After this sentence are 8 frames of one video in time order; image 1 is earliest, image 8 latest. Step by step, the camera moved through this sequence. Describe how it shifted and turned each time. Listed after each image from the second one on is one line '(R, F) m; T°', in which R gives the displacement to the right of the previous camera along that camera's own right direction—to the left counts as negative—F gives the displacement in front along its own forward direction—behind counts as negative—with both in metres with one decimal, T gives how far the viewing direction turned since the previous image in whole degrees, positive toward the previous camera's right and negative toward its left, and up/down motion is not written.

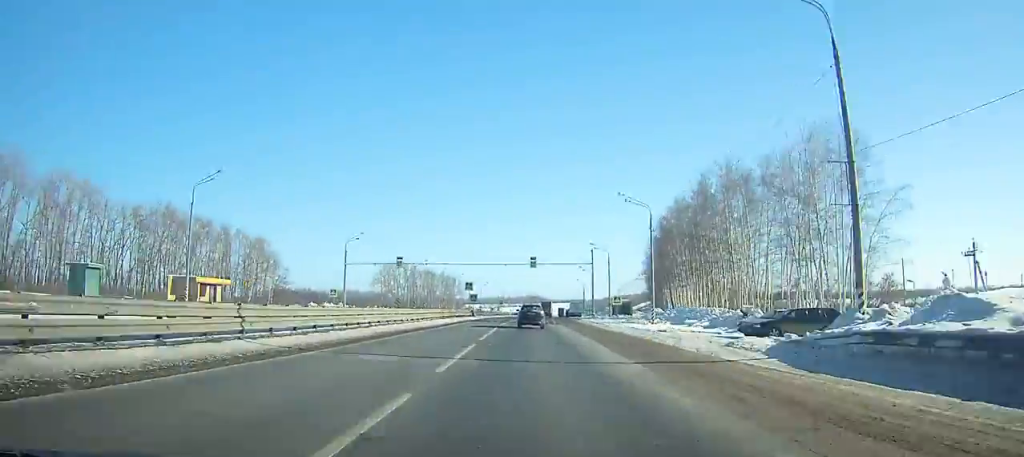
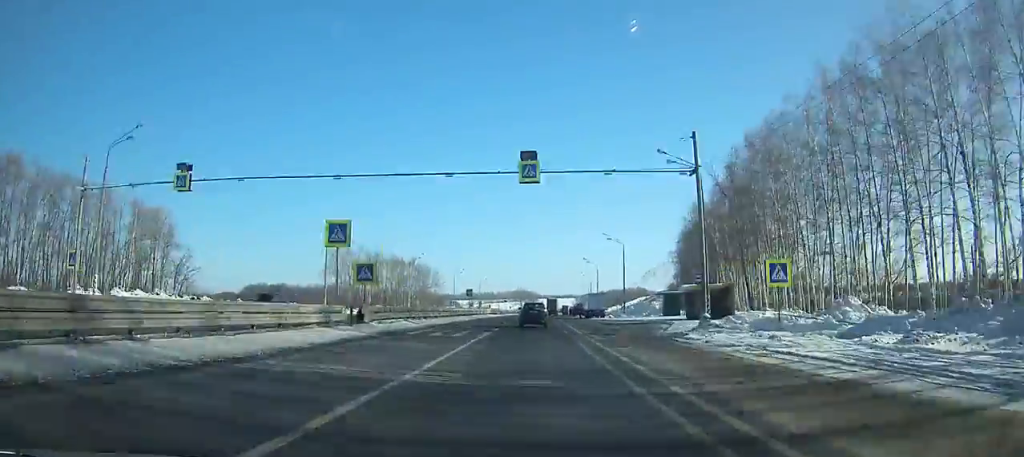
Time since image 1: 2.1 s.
(+0.4, +51.9) m; +1°
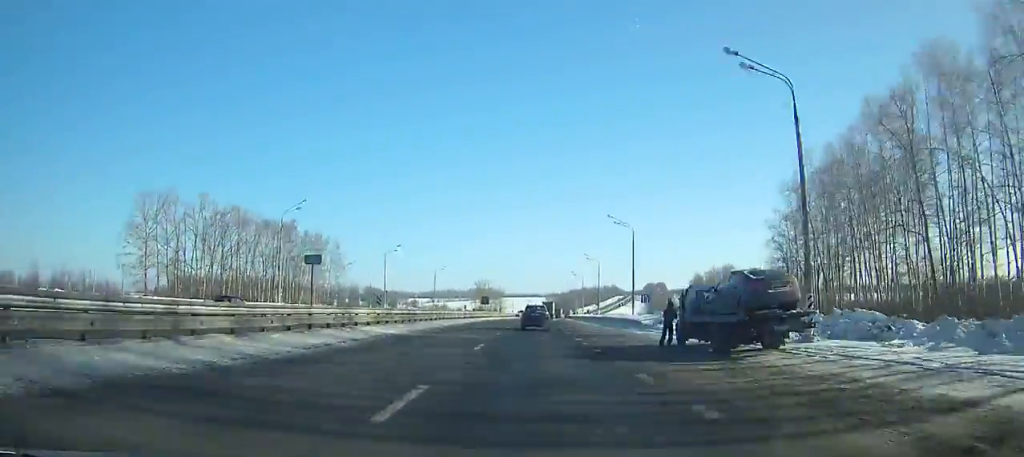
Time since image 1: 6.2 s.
(+2.2, +97.6) m; +3°
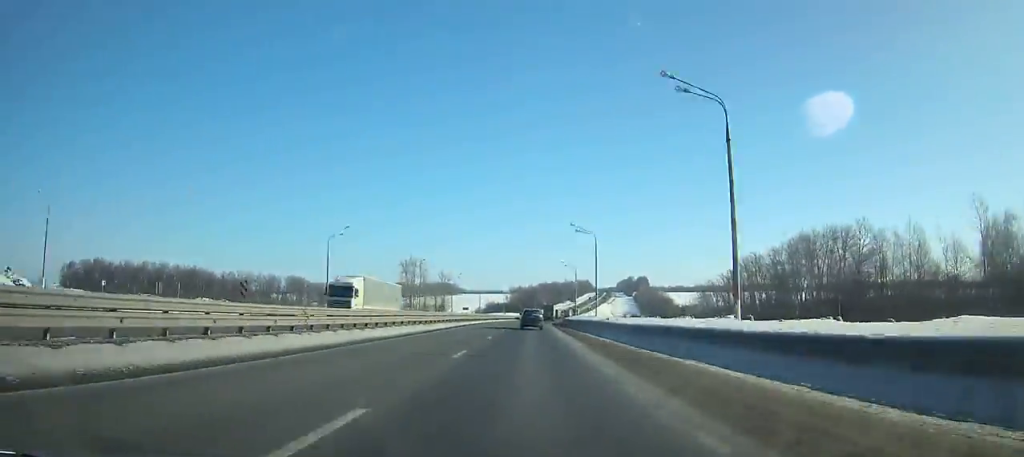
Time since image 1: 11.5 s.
(+4.8, +124.5) m; +4°
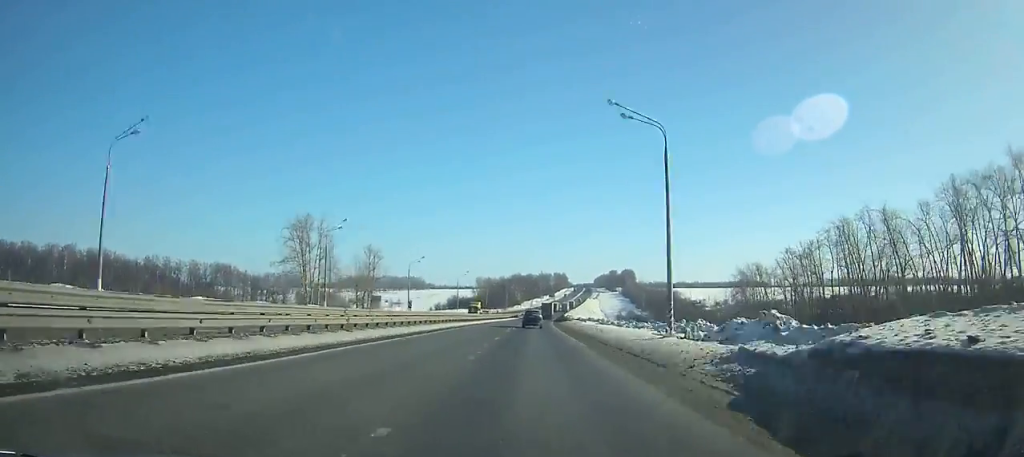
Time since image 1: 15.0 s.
(+1.9, +84.8) m; +3°
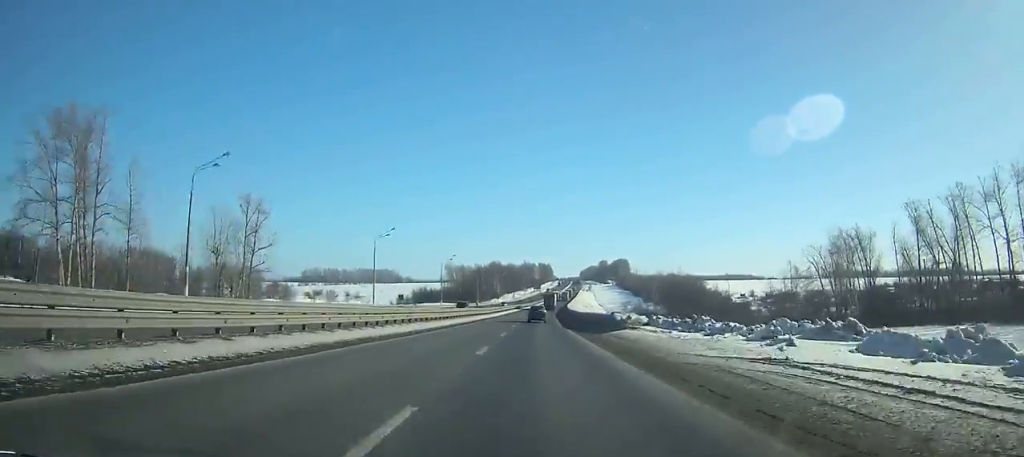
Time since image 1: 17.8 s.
(+1.4, +70.3) m; +2°
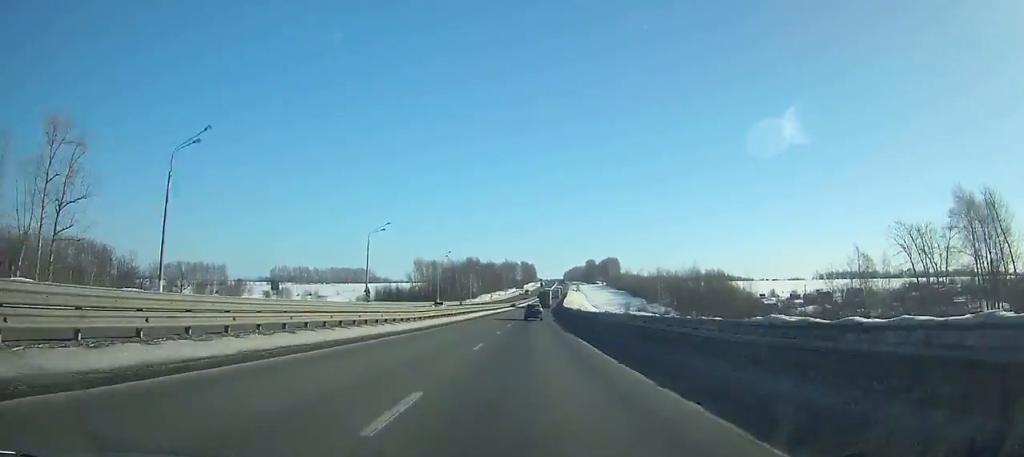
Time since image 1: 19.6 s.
(+0.3, +46.2) m; +1°
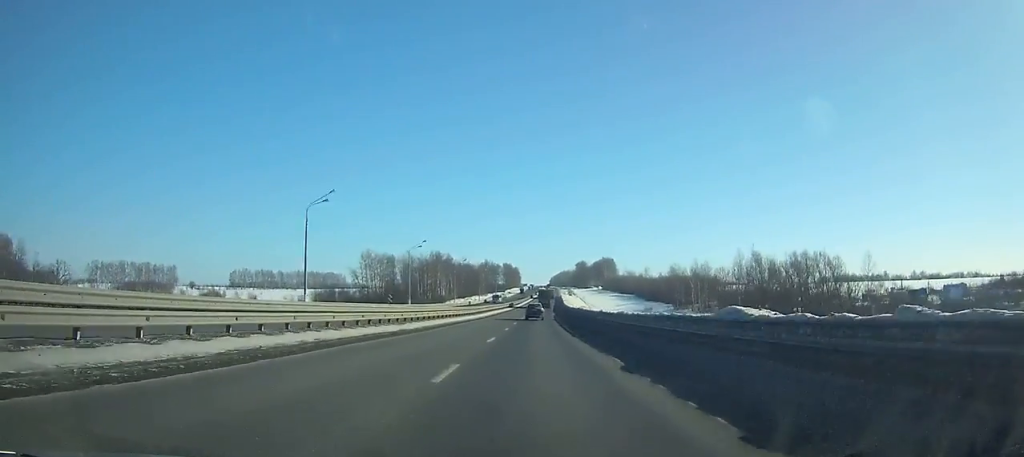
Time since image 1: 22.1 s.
(+1.2, +66.1) m; +2°
